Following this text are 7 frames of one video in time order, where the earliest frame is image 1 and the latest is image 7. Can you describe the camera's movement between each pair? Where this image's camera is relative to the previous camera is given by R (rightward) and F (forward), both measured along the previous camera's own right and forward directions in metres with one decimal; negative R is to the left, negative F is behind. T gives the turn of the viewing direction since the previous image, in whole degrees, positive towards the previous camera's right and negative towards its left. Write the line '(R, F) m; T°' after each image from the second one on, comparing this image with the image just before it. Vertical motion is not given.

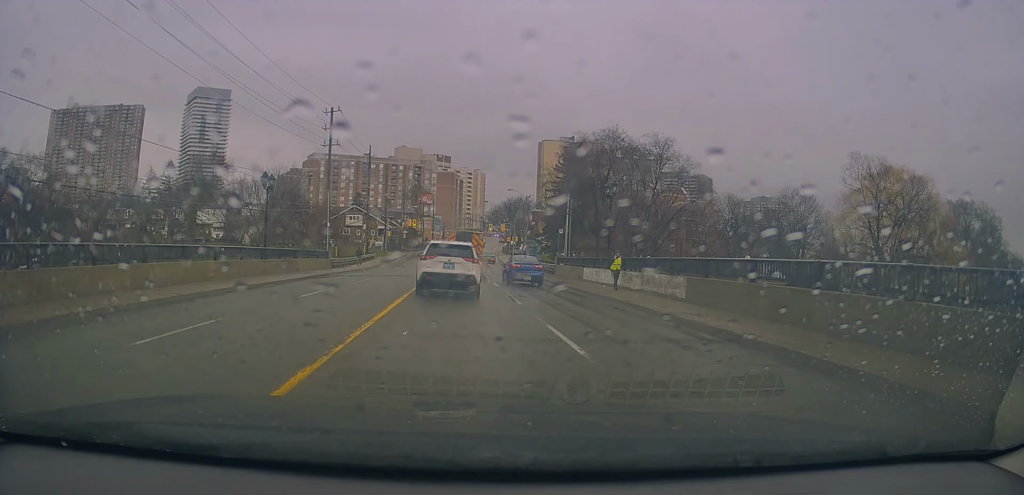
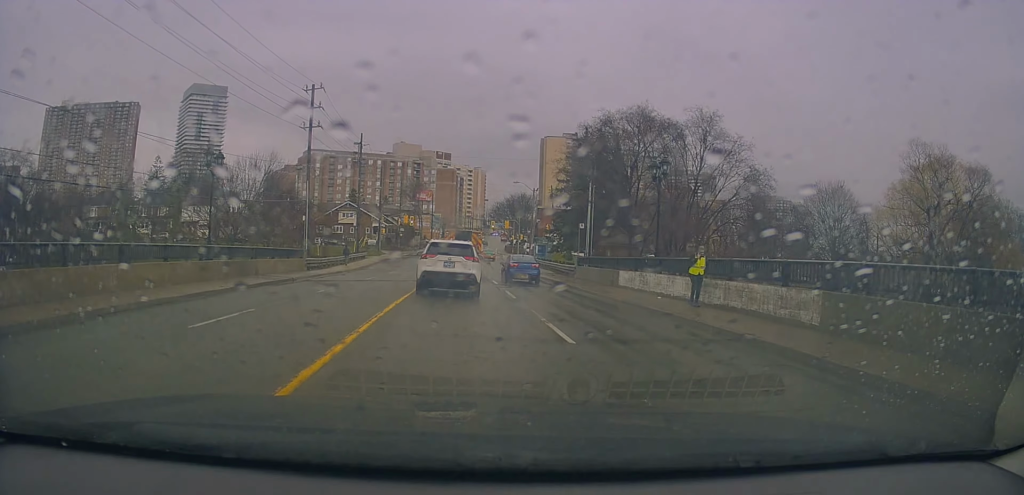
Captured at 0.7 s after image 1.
(-0.1, +7.7) m; +1°
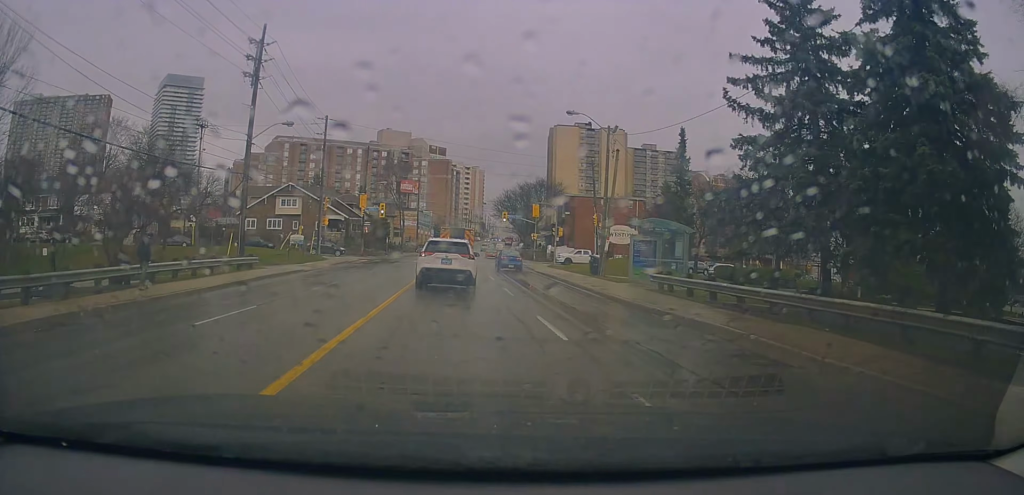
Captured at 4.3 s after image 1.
(+1.8, +40.4) m; +2°
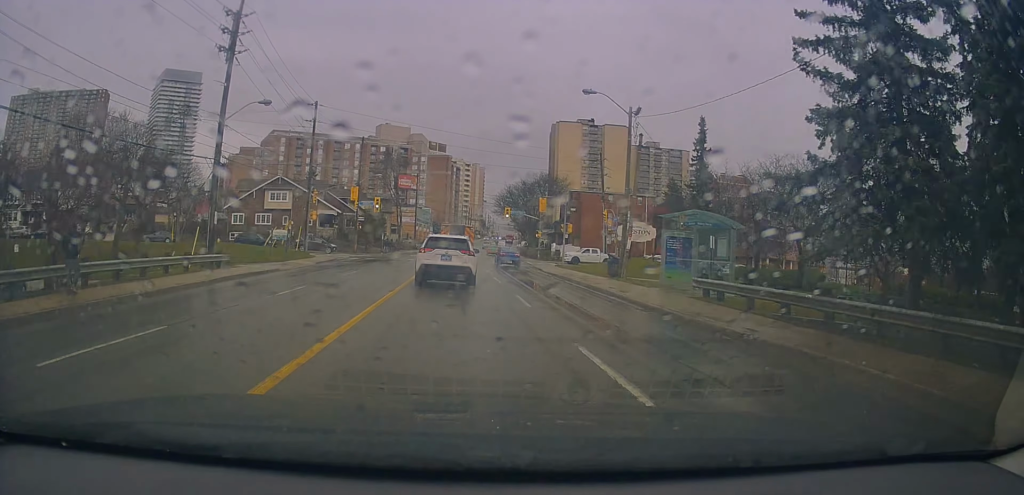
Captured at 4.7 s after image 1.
(-0.1, +4.6) m; -1°
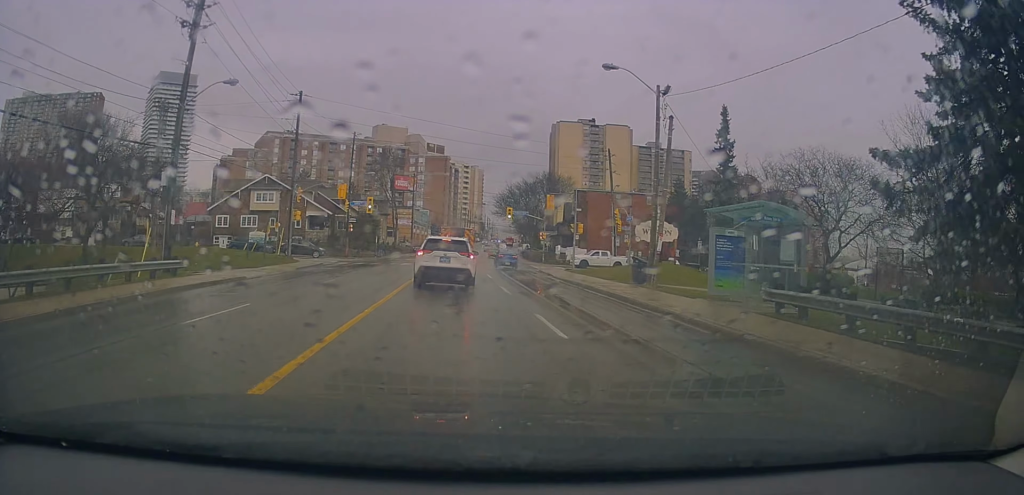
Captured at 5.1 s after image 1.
(0.0, +4.5) m; -1°
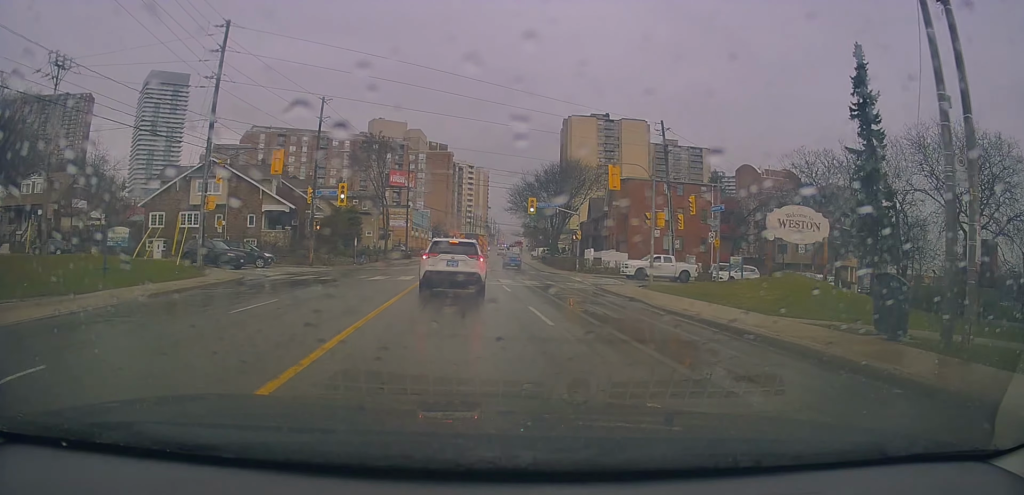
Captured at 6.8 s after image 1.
(-0.8, +15.8) m; -3°
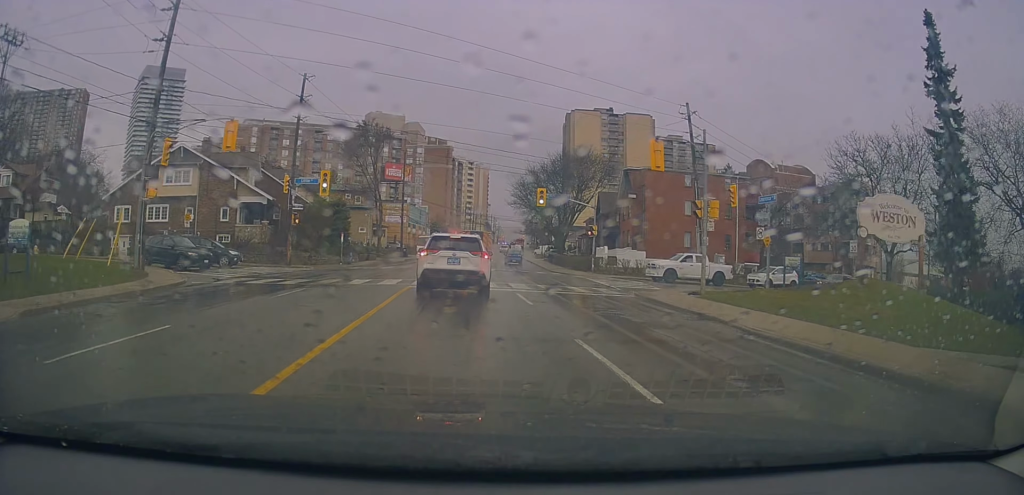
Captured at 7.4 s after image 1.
(0.0, +3.9) m; +1°
